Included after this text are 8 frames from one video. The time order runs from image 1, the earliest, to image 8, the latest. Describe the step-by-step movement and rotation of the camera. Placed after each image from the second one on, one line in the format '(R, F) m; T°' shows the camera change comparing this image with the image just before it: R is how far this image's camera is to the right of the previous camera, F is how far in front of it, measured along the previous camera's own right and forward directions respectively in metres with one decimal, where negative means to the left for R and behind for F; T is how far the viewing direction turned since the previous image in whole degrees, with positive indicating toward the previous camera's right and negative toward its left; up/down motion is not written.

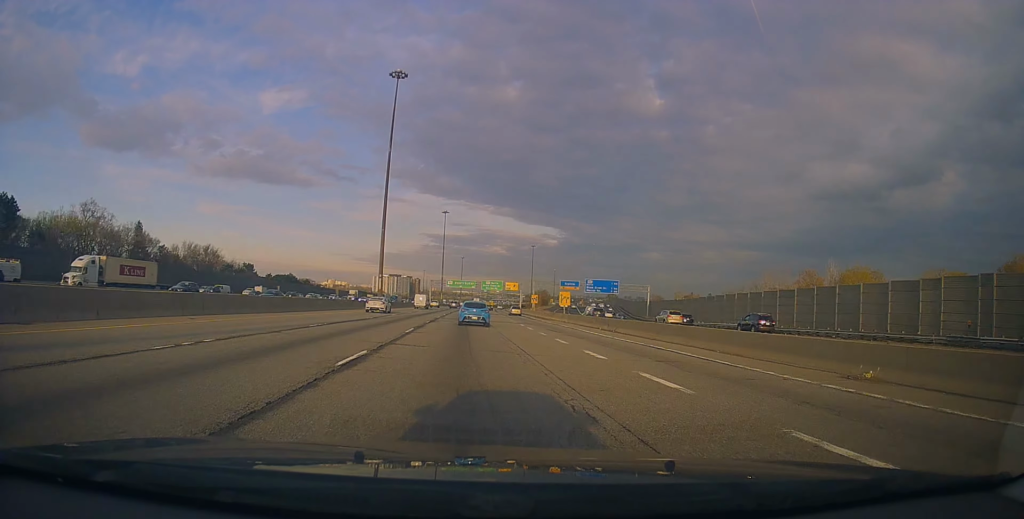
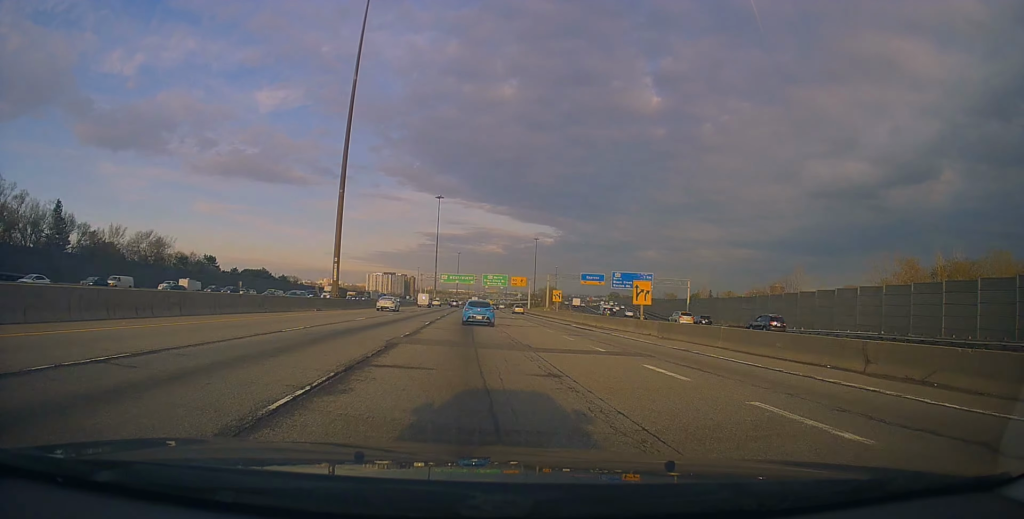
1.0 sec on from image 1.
(+0.2, +27.9) m; +1°
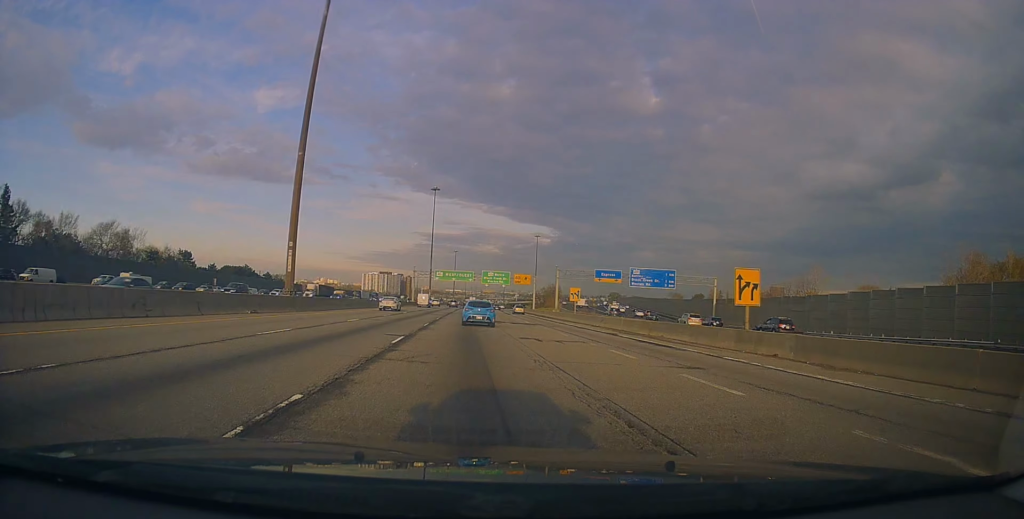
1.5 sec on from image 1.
(+0.3, +14.1) m; 0°
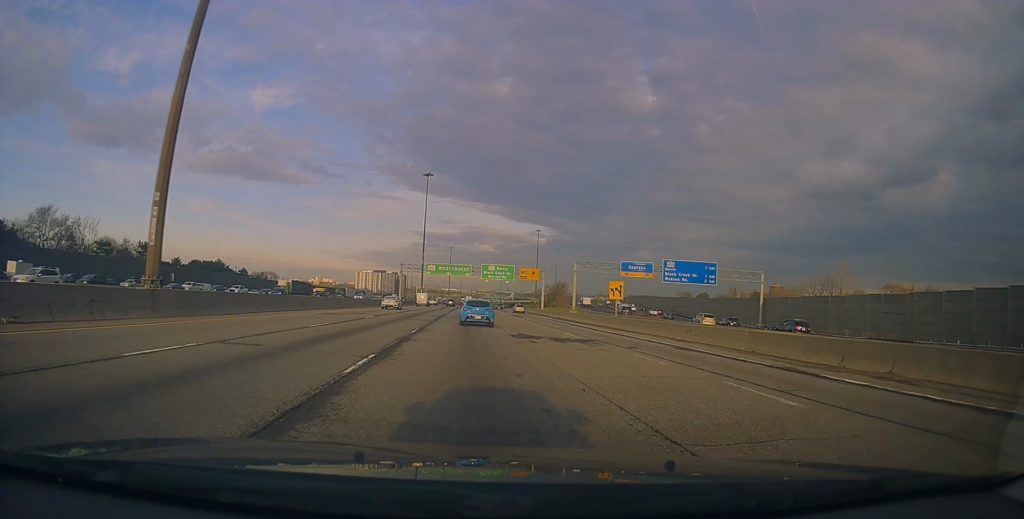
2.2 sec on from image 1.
(-0.1, +18.4) m; 0°
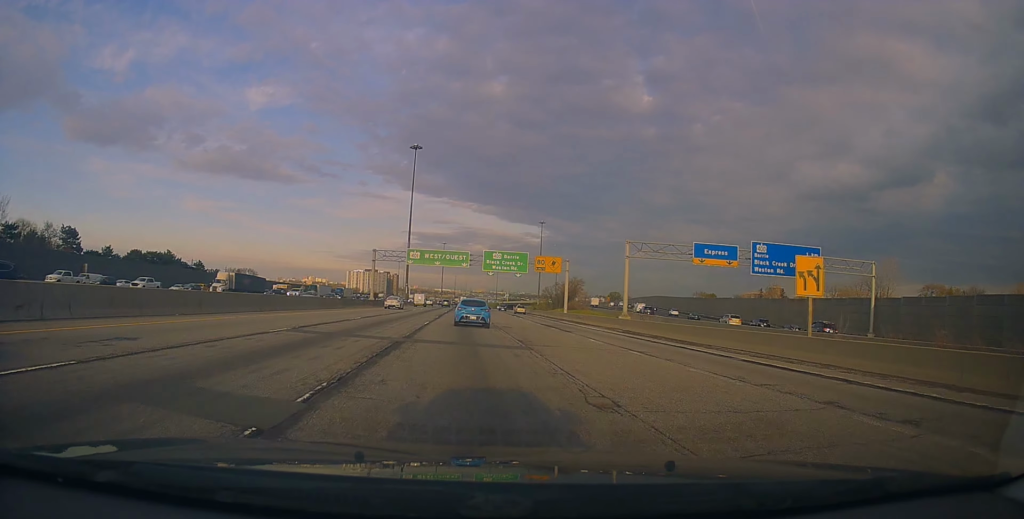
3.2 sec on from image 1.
(0.0, +29.0) m; +1°
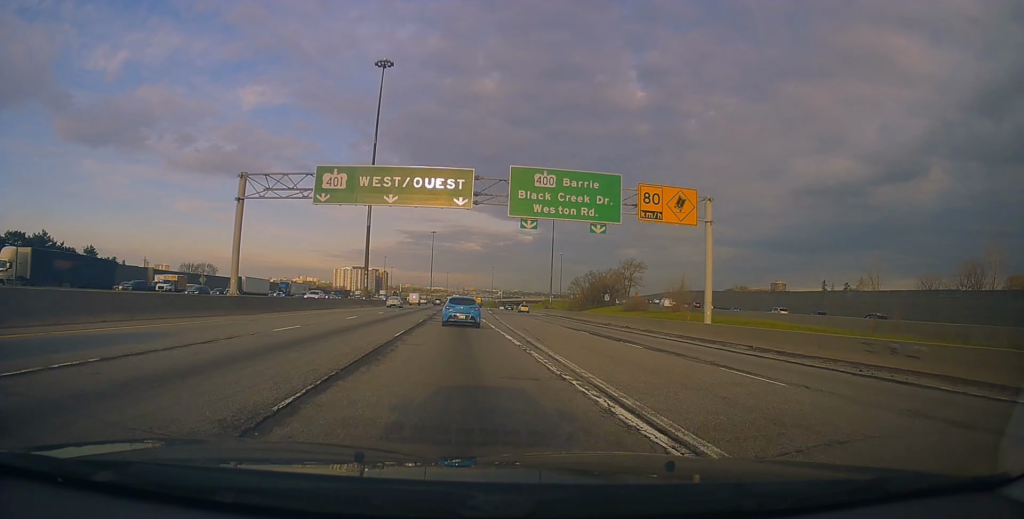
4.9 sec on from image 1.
(+0.5, +48.0) m; 0°
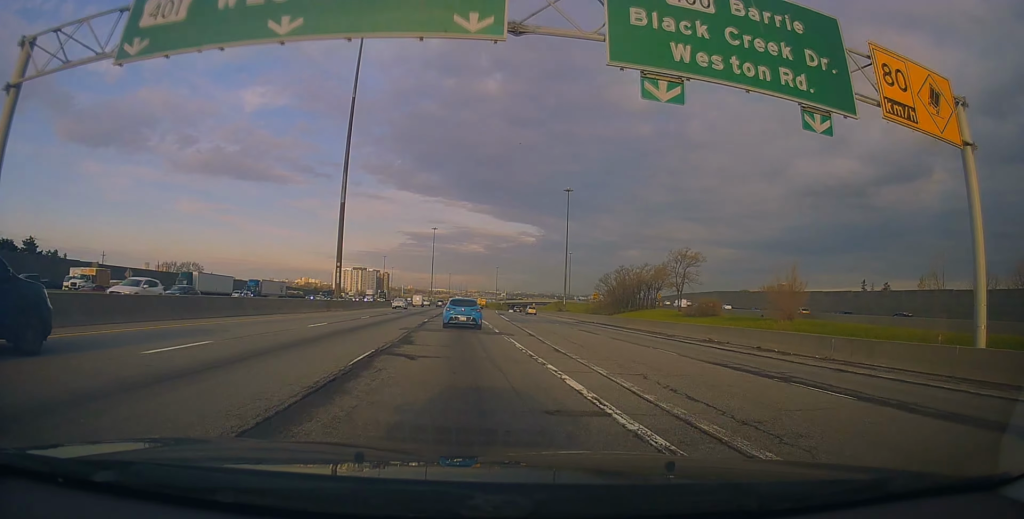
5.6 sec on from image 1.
(-0.1, +20.5) m; 0°
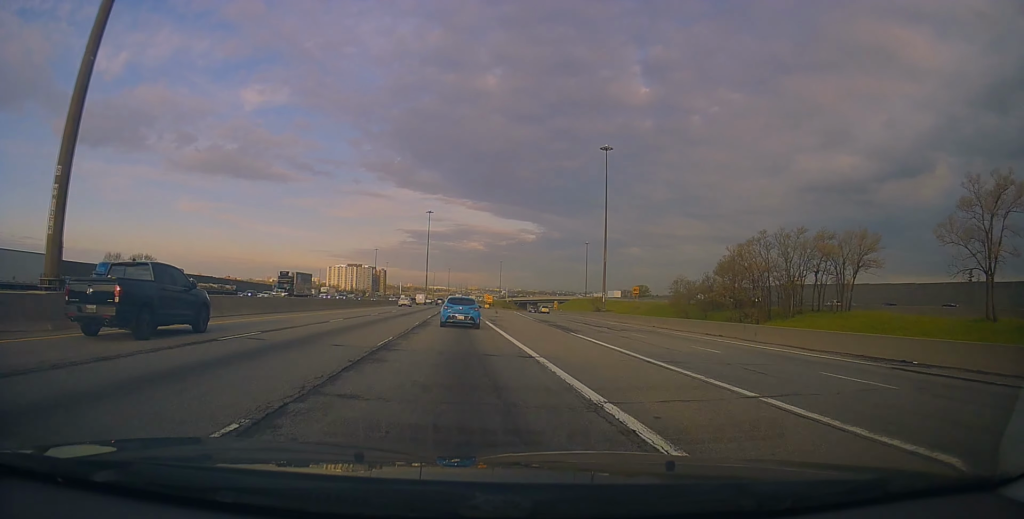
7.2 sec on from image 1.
(+0.4, +44.9) m; +1°
